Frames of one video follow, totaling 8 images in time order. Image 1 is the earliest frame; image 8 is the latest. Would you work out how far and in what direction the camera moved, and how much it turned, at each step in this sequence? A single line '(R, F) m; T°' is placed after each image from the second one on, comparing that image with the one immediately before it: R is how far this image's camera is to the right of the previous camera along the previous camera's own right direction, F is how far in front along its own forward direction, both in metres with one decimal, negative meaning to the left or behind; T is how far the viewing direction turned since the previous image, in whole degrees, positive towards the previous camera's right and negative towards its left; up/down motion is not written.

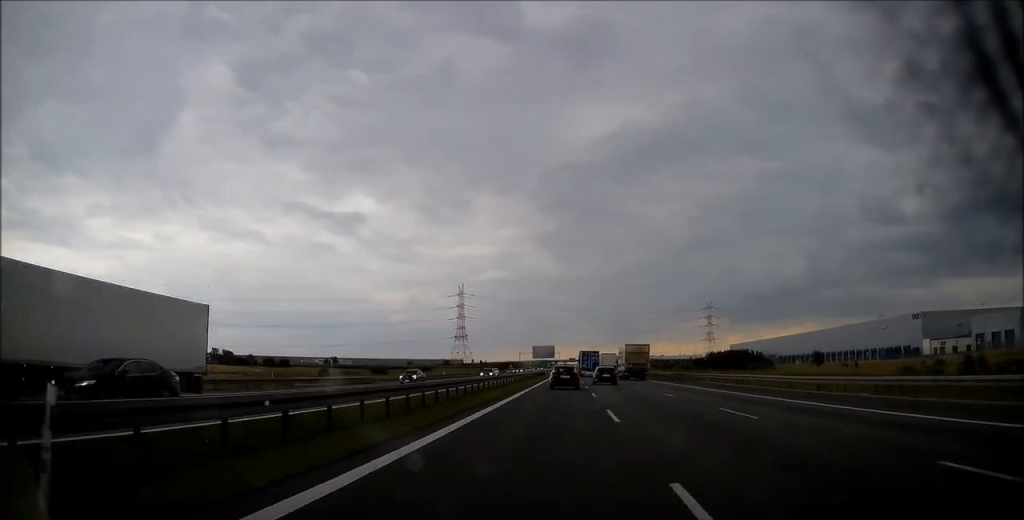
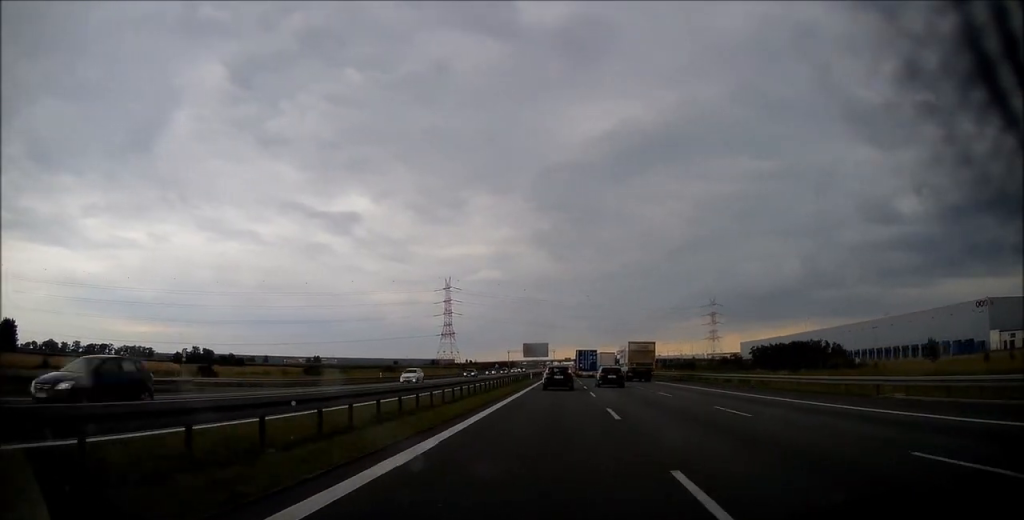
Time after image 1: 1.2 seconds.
(-0.2, +35.4) m; 0°
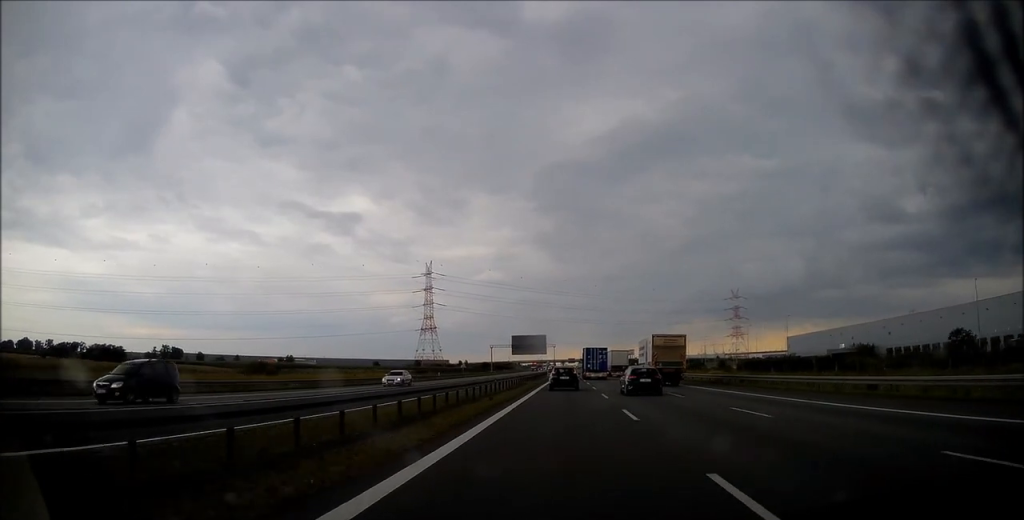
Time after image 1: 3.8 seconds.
(+0.7, +72.0) m; +1°
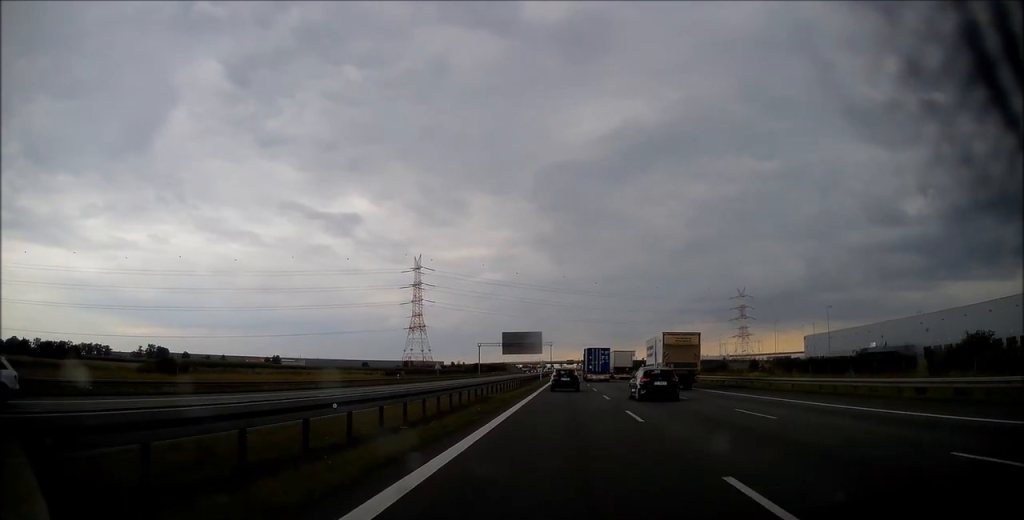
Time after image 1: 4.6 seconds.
(0.0, +23.9) m; 0°
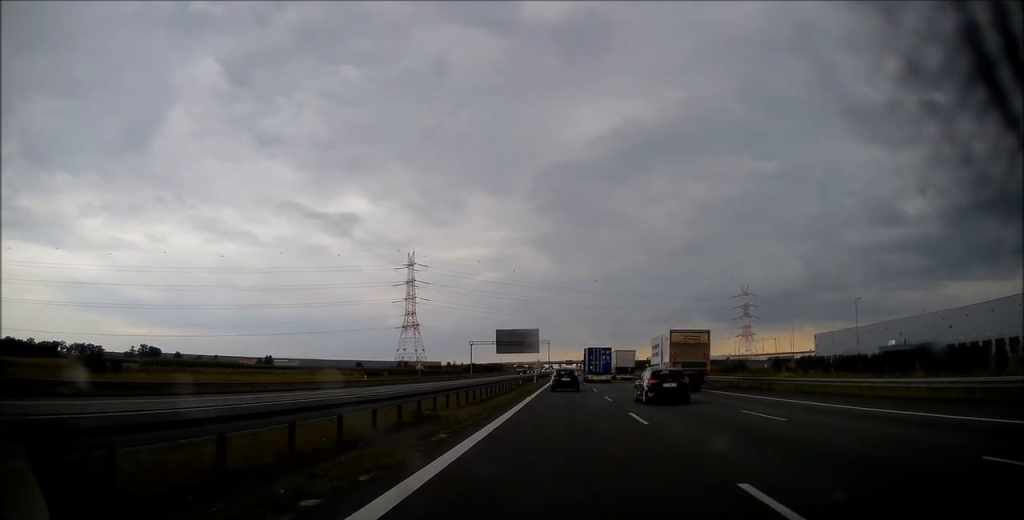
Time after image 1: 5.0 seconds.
(0.0, +12.5) m; 0°
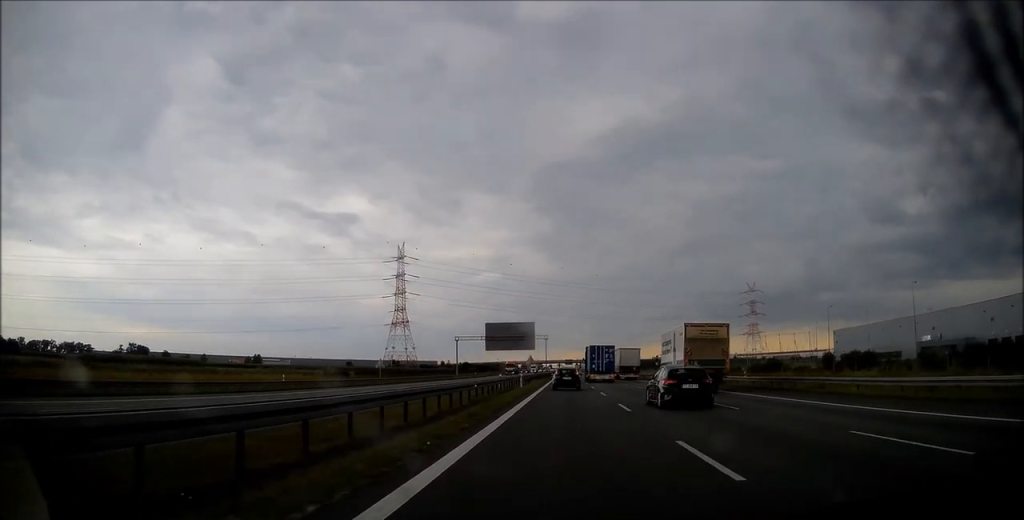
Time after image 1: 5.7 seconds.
(0.0, +19.4) m; 0°
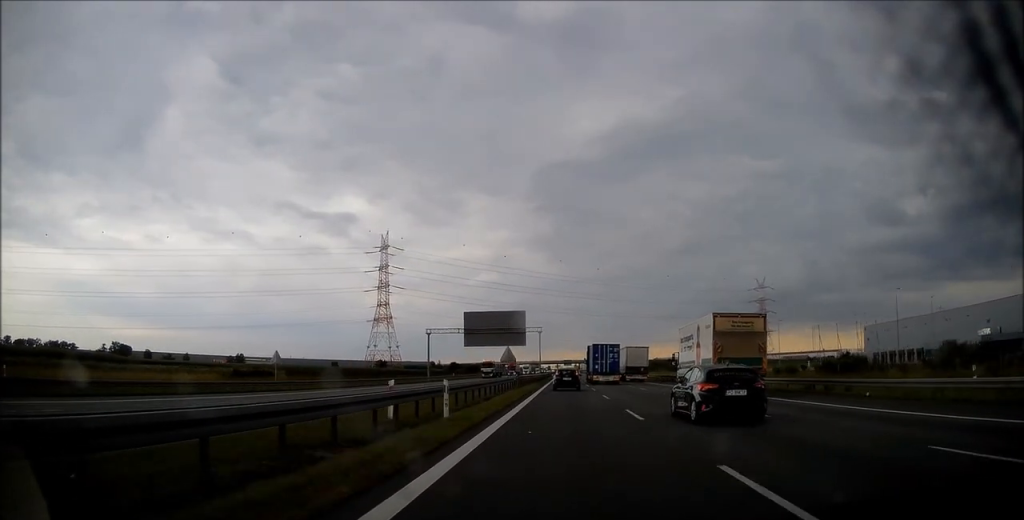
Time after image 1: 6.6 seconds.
(0.0, +26.7) m; 0°
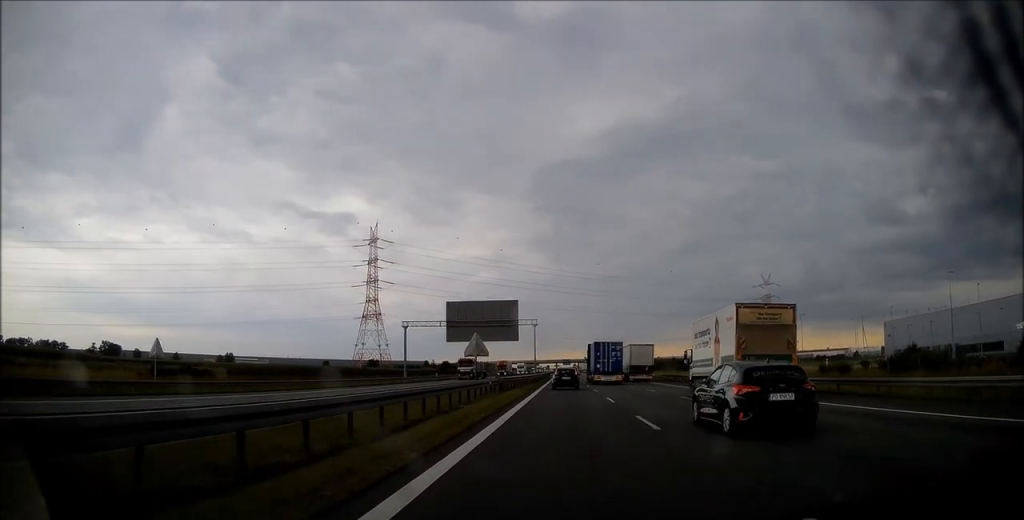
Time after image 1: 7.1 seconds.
(0.0, +15.0) m; 0°
